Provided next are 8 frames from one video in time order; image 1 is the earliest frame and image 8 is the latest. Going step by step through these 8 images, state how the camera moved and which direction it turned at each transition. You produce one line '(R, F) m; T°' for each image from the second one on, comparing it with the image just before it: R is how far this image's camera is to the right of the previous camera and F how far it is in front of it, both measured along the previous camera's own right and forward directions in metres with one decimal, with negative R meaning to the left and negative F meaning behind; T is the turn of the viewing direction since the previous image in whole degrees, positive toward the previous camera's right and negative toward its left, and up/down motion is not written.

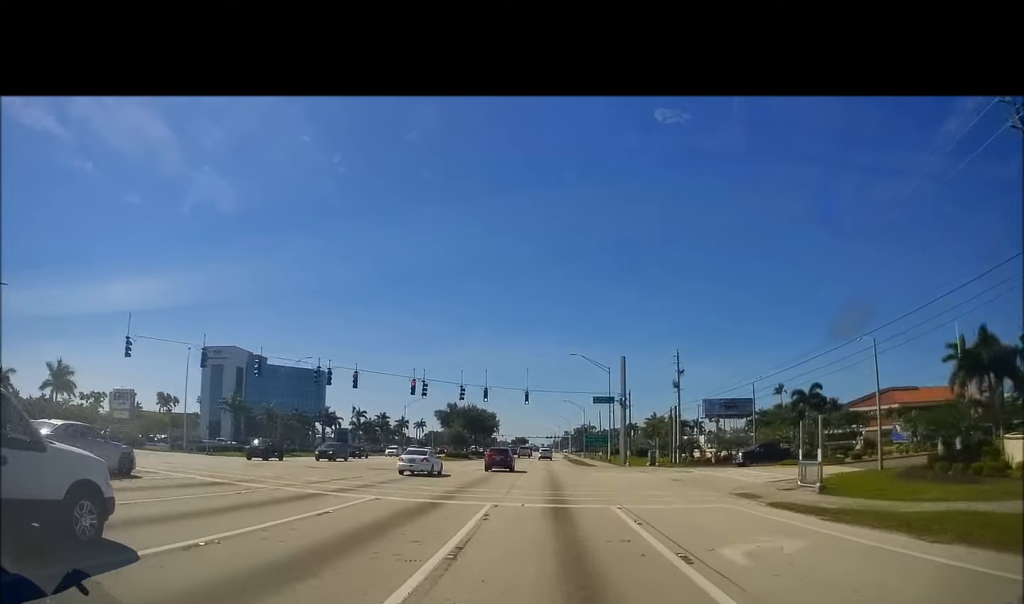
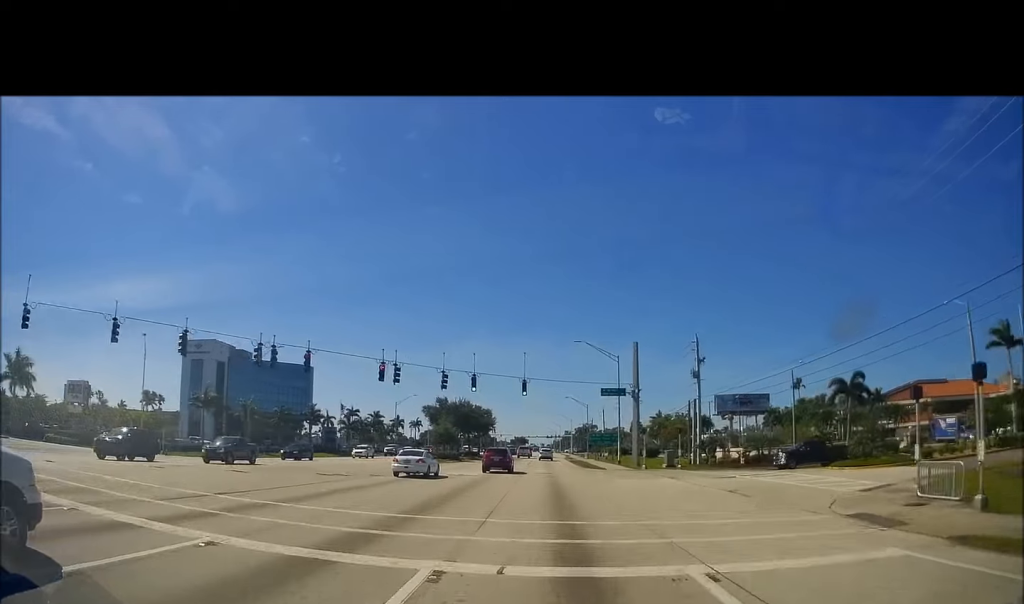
(0.0, +9.6) m; 0°
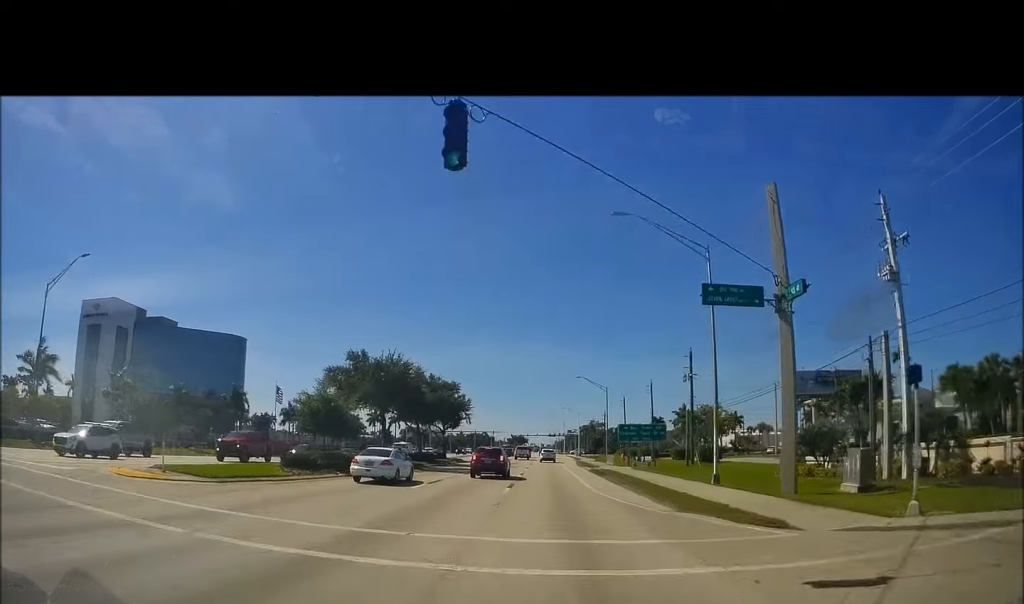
(+0.1, +37.8) m; +1°
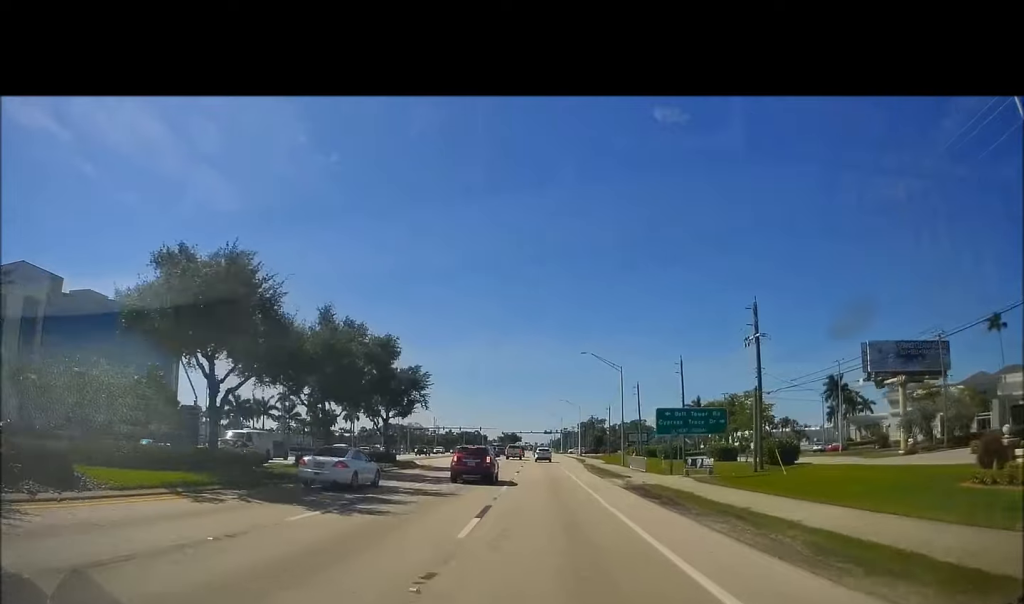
(+0.4, +23.0) m; 0°
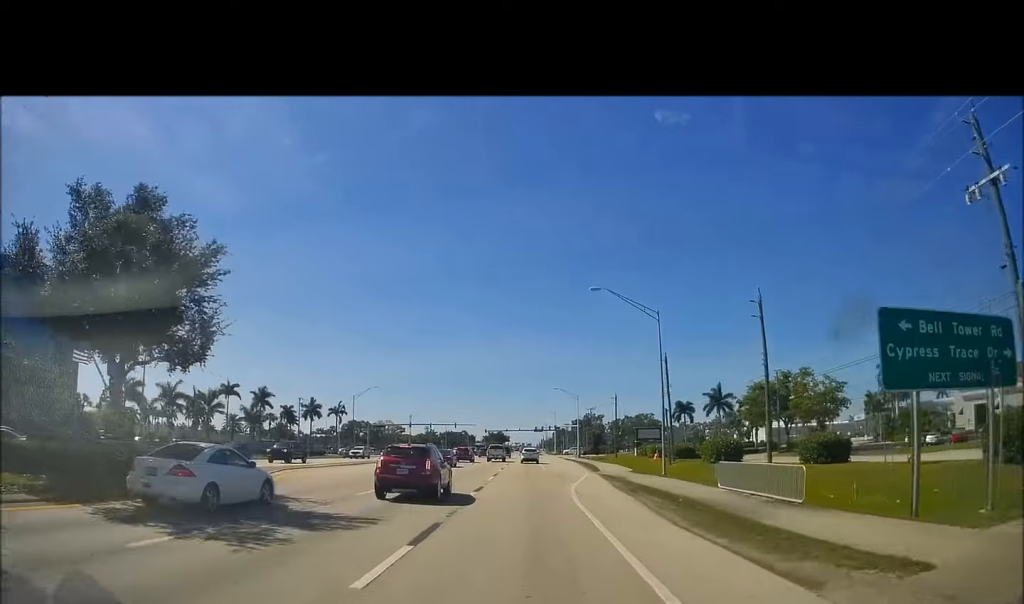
(-0.2, +28.7) m; +1°
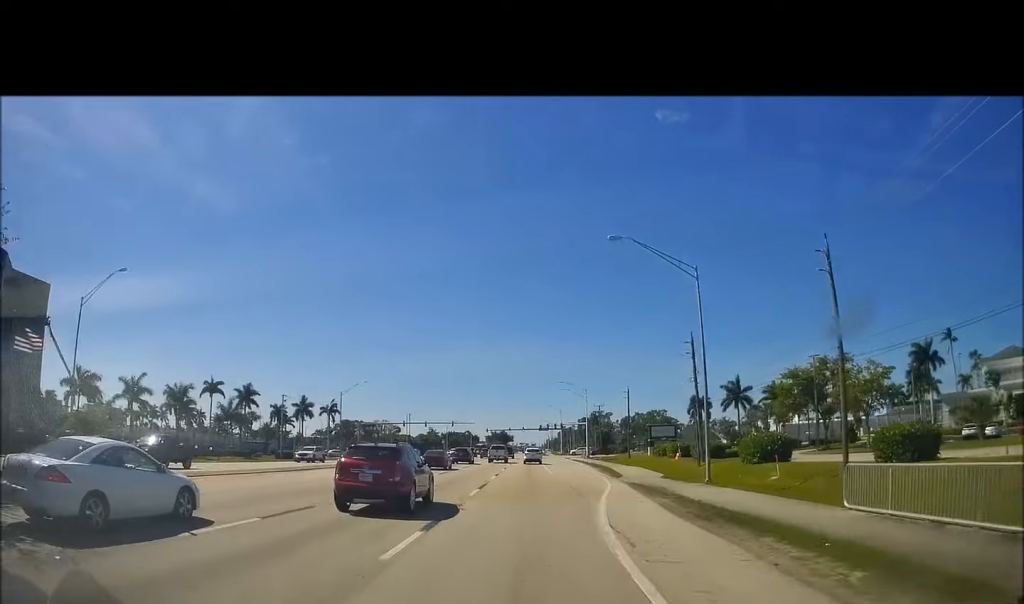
(+0.1, +10.2) m; +1°
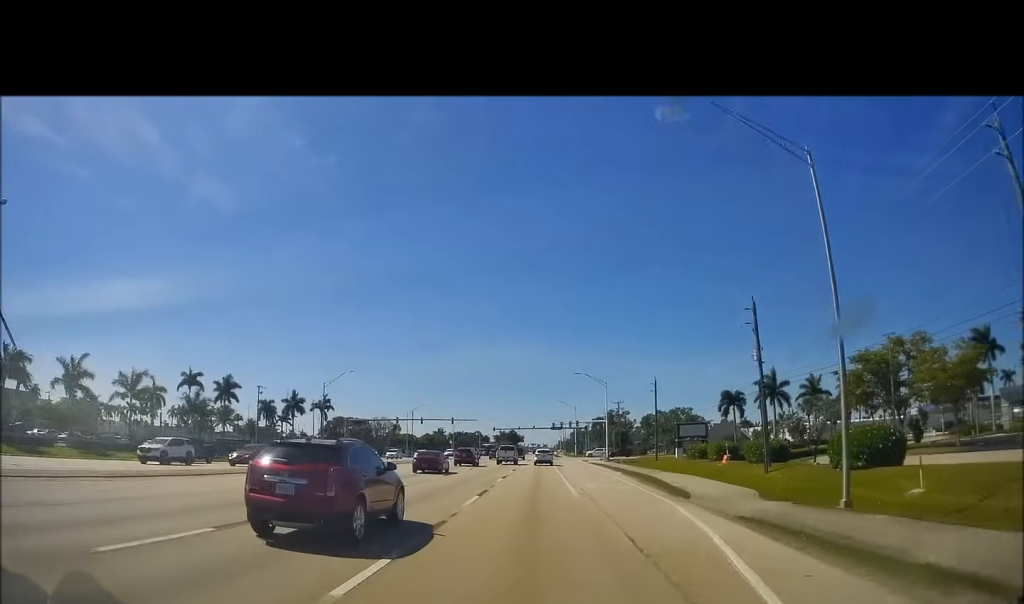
(0.0, +14.3) m; -1°
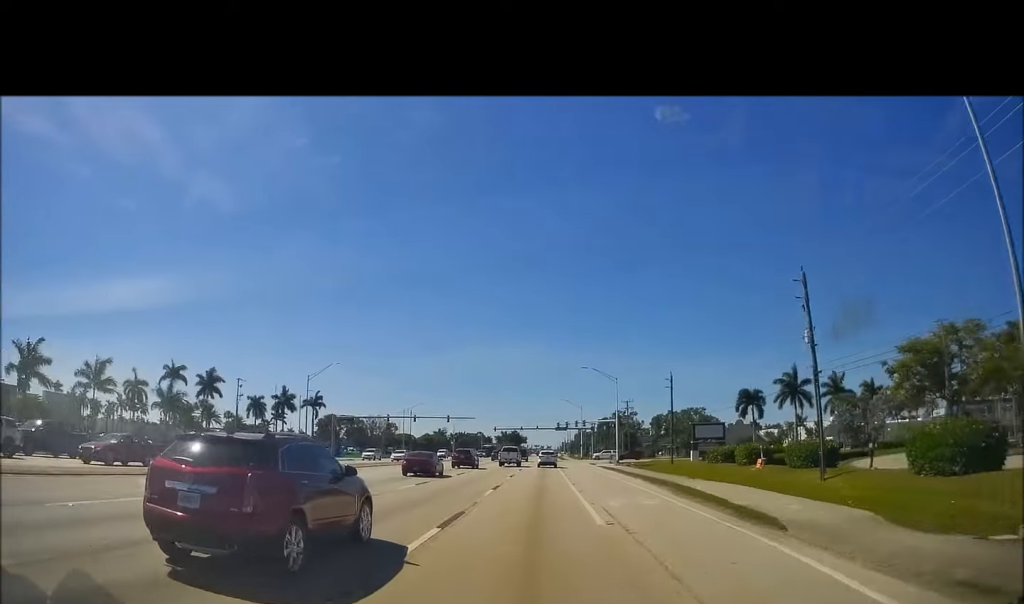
(+0.1, +8.2) m; 0°
